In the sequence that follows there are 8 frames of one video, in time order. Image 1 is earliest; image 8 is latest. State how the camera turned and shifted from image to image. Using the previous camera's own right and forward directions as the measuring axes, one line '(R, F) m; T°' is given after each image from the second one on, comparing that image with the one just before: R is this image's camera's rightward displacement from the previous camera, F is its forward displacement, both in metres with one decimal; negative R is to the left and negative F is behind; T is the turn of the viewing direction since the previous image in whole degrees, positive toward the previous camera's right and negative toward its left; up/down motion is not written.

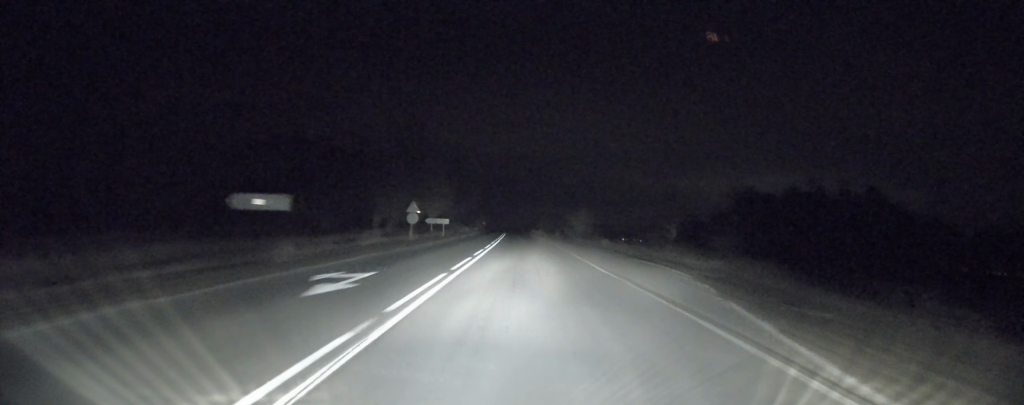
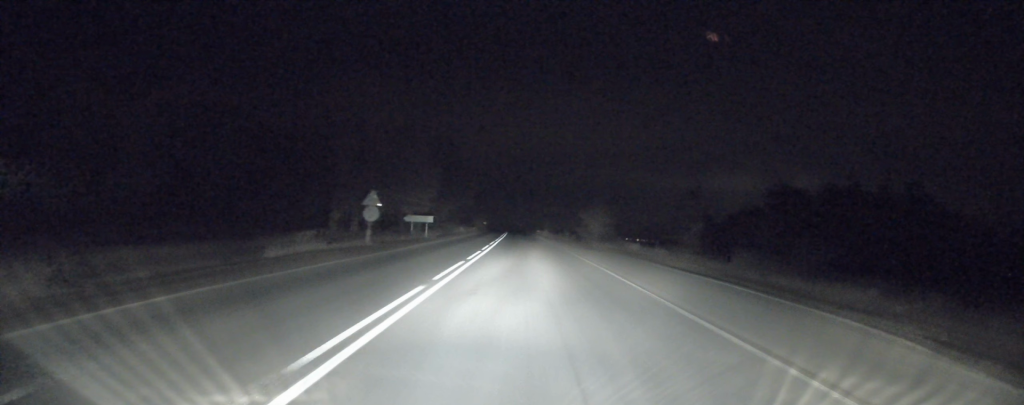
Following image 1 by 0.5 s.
(-0.1, +11.0) m; 0°
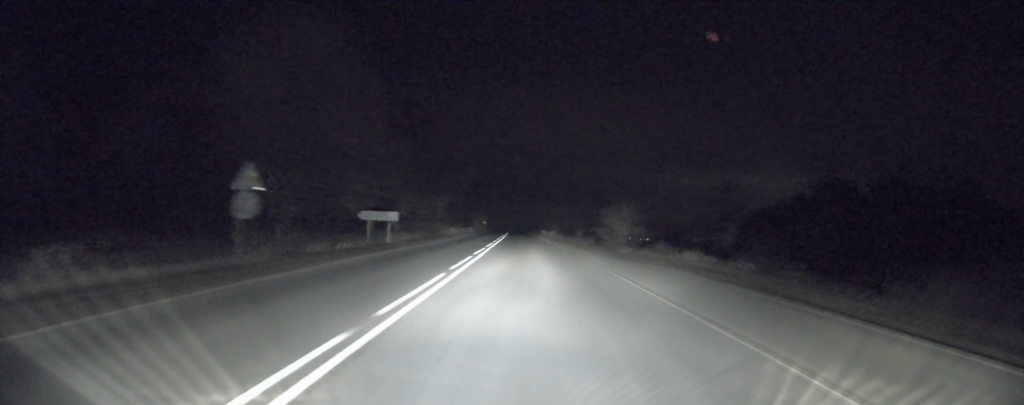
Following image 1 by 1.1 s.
(0.0, +12.6) m; 0°
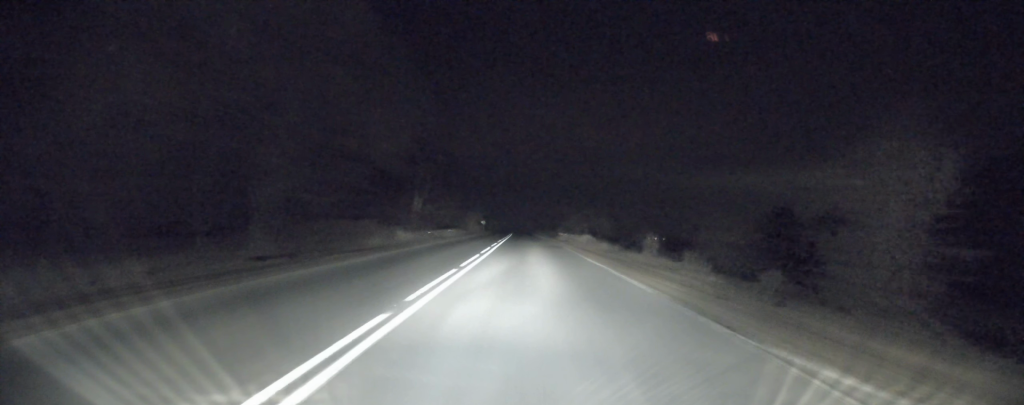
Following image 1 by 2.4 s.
(0.0, +29.3) m; -1°
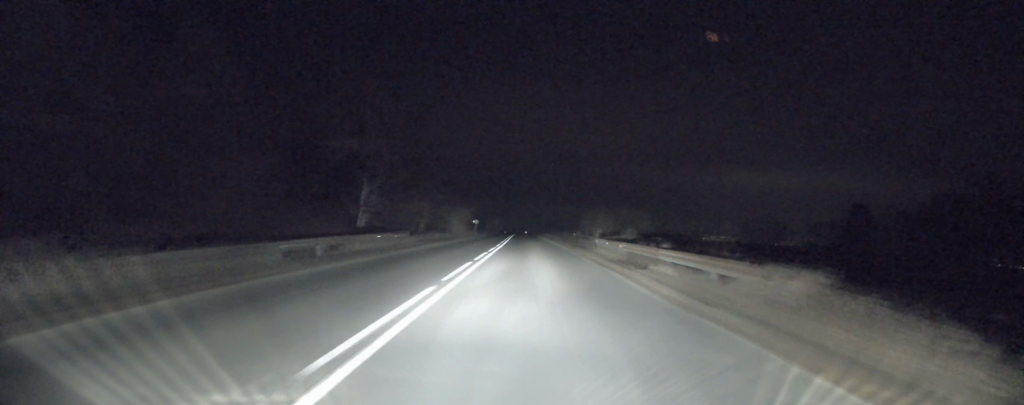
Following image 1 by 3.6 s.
(-0.4, +27.3) m; -1°
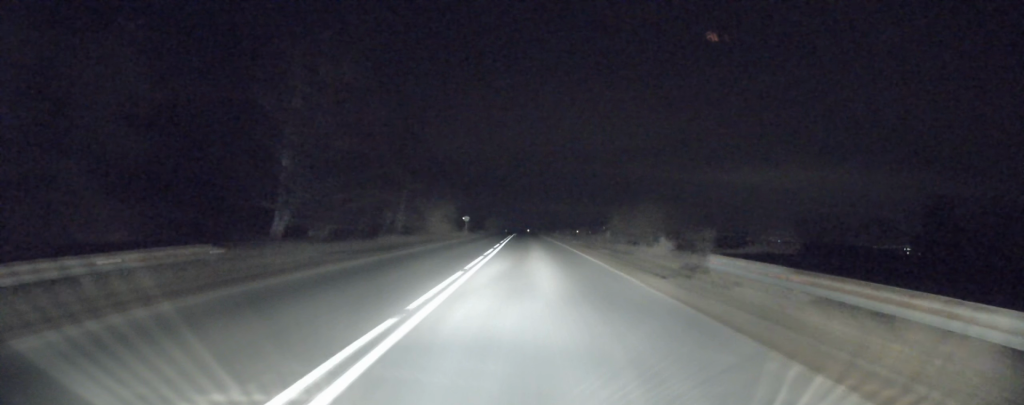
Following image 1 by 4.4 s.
(+0.2, +19.1) m; 0°
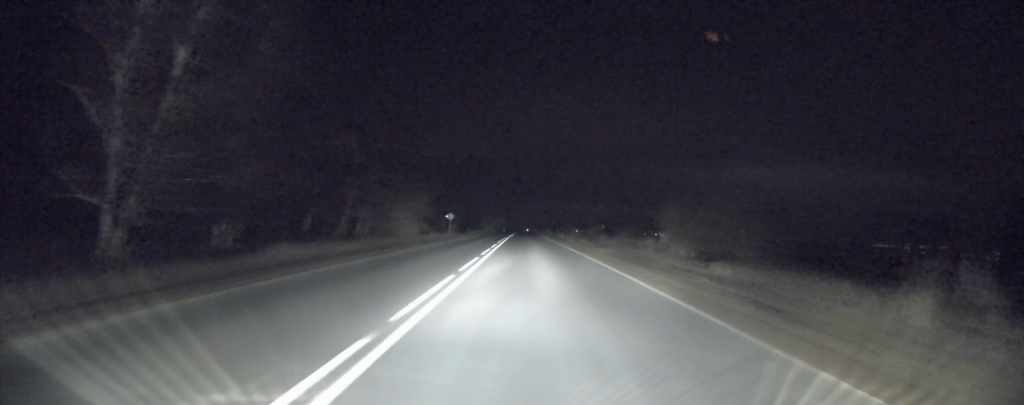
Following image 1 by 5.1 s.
(0.0, +16.1) m; 0°
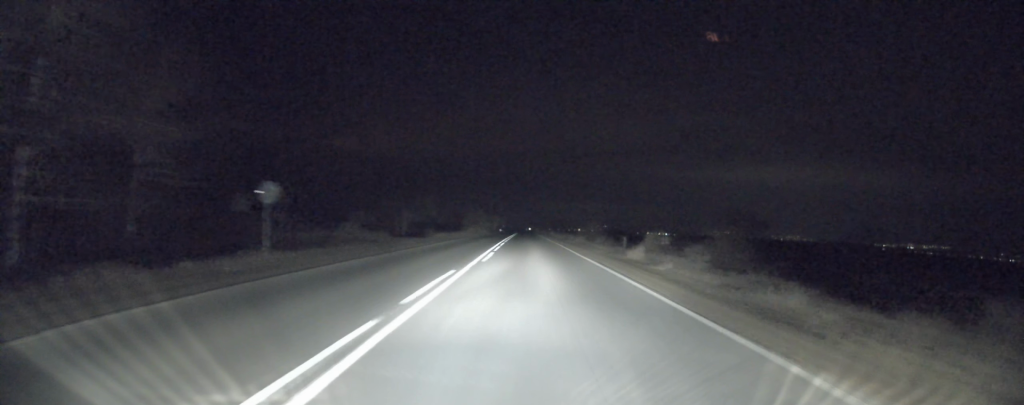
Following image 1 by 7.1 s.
(-0.2, +45.7) m; -1°
